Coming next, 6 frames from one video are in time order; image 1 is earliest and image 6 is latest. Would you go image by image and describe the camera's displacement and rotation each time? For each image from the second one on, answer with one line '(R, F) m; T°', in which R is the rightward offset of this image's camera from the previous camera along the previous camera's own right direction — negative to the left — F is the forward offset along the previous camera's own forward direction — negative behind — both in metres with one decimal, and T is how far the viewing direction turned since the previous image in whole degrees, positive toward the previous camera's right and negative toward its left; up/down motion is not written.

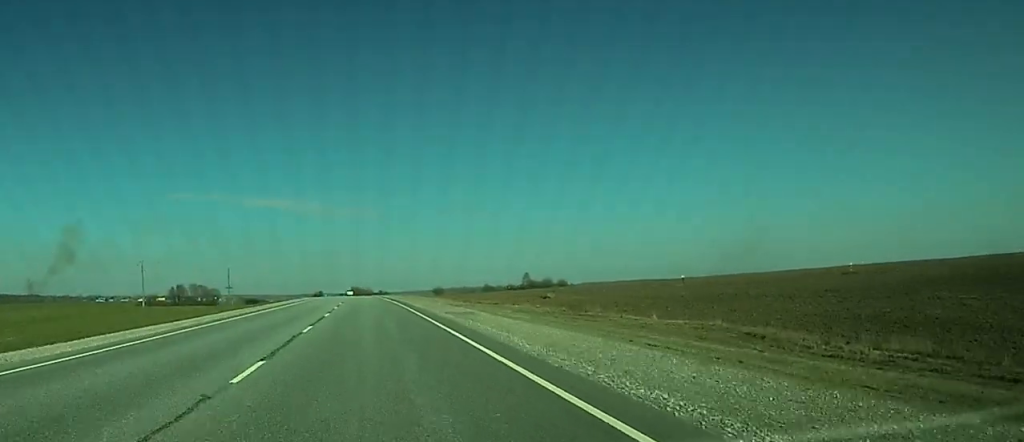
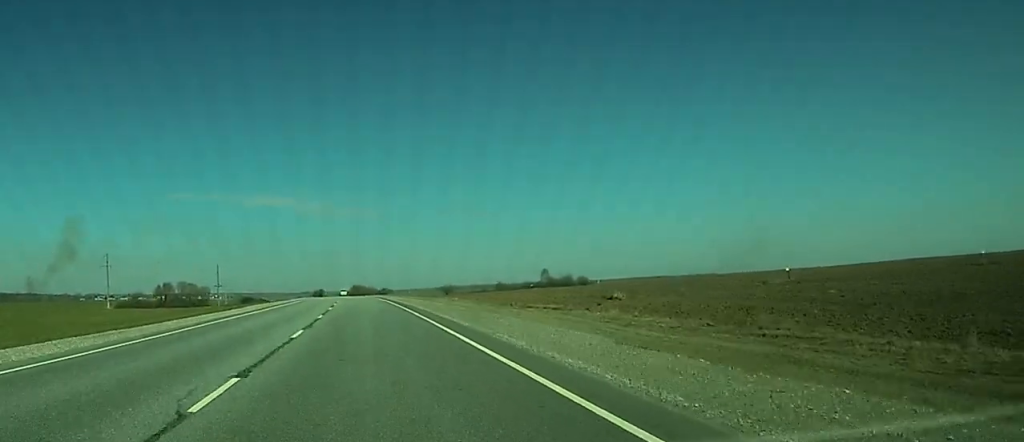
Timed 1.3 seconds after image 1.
(-0.2, +38.6) m; 0°
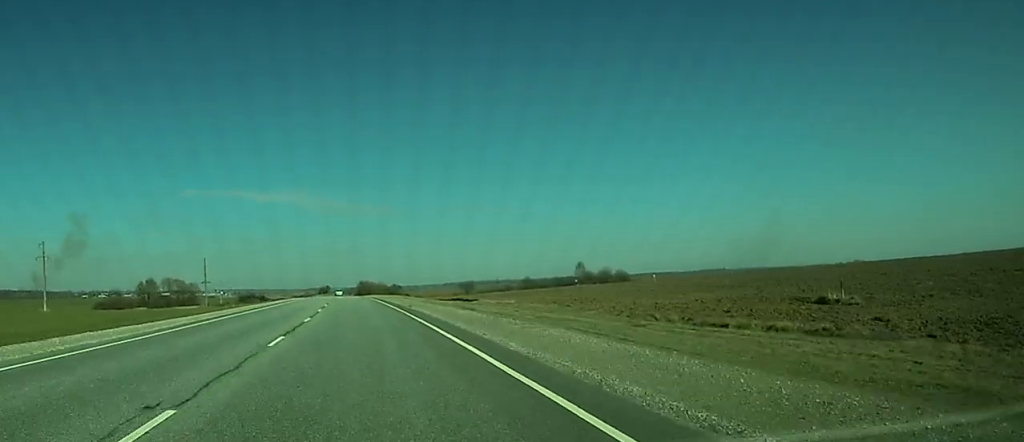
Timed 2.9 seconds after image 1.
(+0.1, +51.0) m; 0°
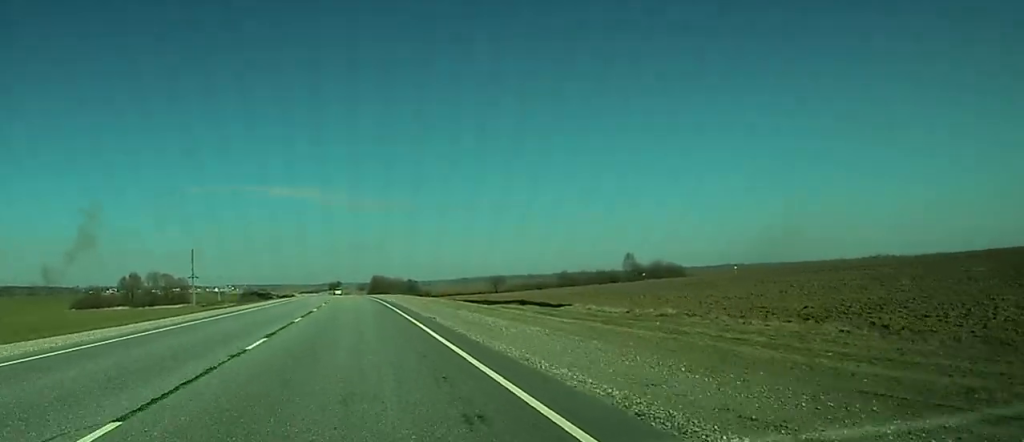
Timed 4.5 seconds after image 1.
(-0.1, +49.5) m; 0°
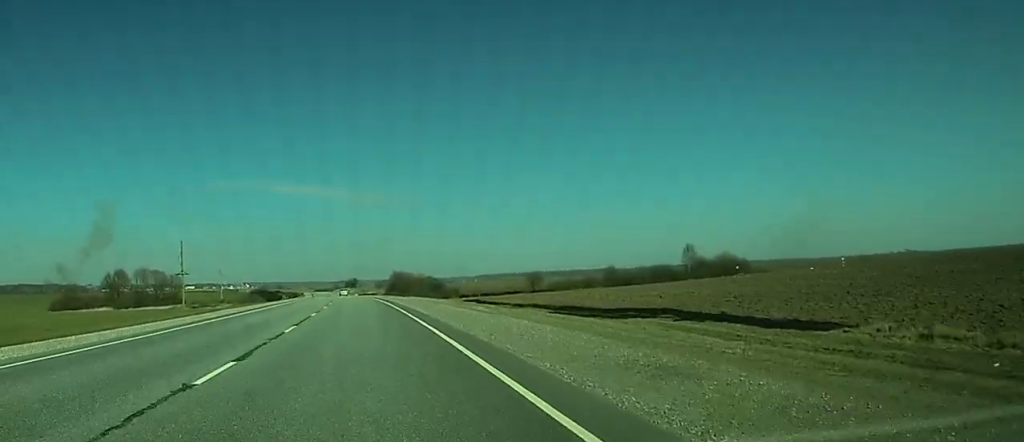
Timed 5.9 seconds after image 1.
(+0.1, +42.6) m; 0°
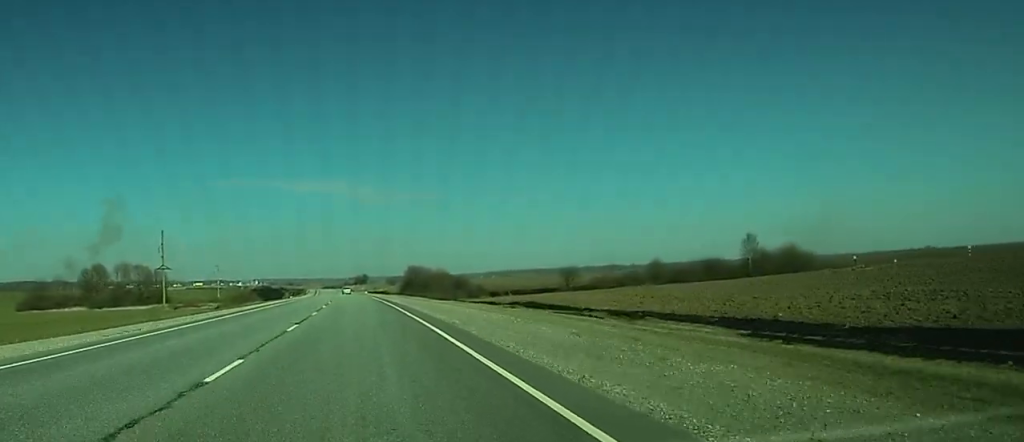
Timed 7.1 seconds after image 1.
(-0.3, +36.5) m; -2°
